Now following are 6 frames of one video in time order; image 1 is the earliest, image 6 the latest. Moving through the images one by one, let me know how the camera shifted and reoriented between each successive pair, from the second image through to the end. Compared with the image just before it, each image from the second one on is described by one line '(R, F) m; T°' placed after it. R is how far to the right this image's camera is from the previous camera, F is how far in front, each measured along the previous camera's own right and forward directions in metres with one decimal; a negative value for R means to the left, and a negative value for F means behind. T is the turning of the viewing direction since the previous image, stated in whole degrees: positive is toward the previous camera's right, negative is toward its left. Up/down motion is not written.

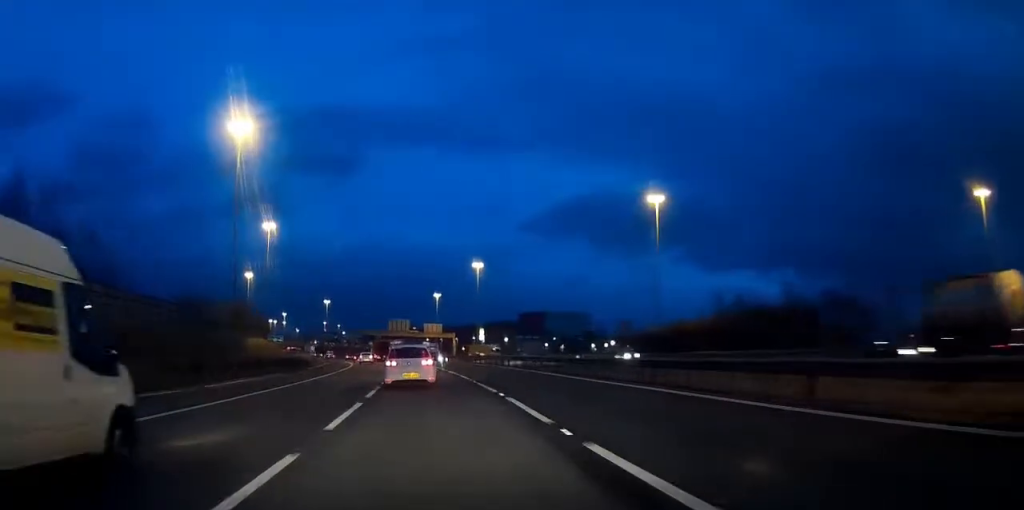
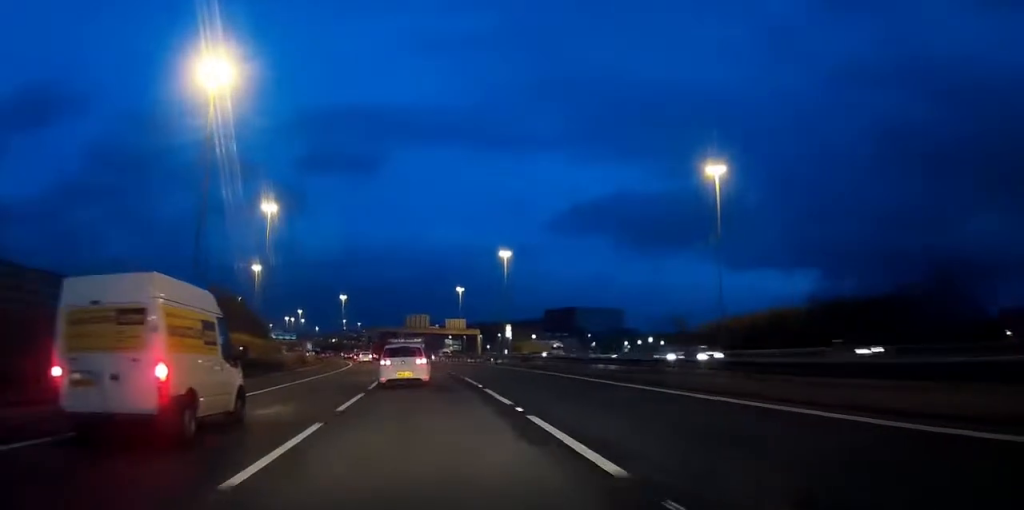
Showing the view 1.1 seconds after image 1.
(-0.6, +23.4) m; -2°
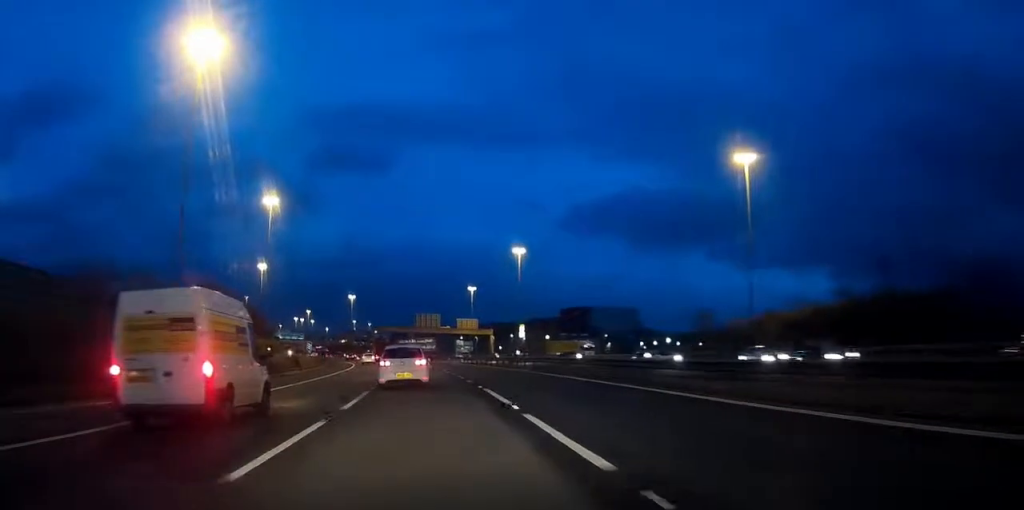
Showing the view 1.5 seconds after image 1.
(0.0, +8.7) m; -1°
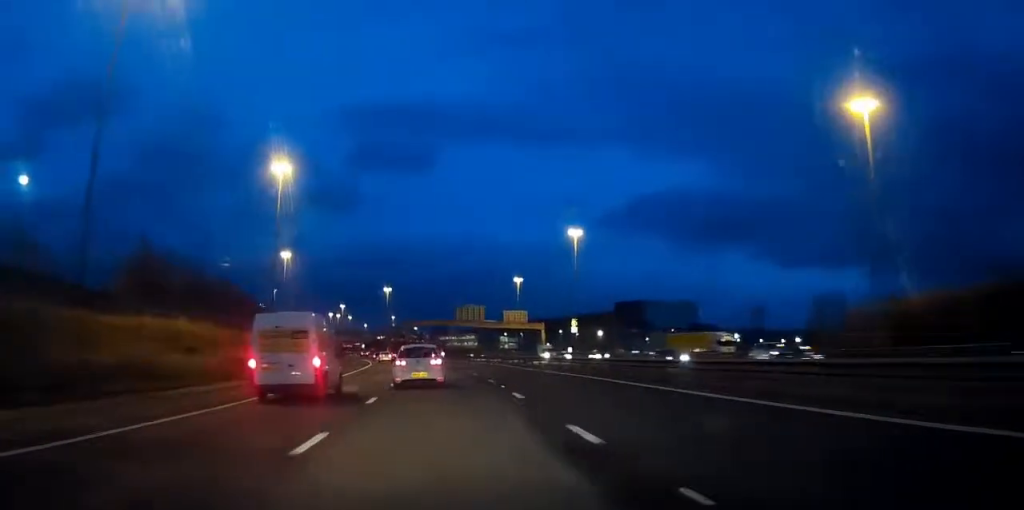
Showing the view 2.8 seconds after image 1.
(-0.6, +27.6) m; -3°
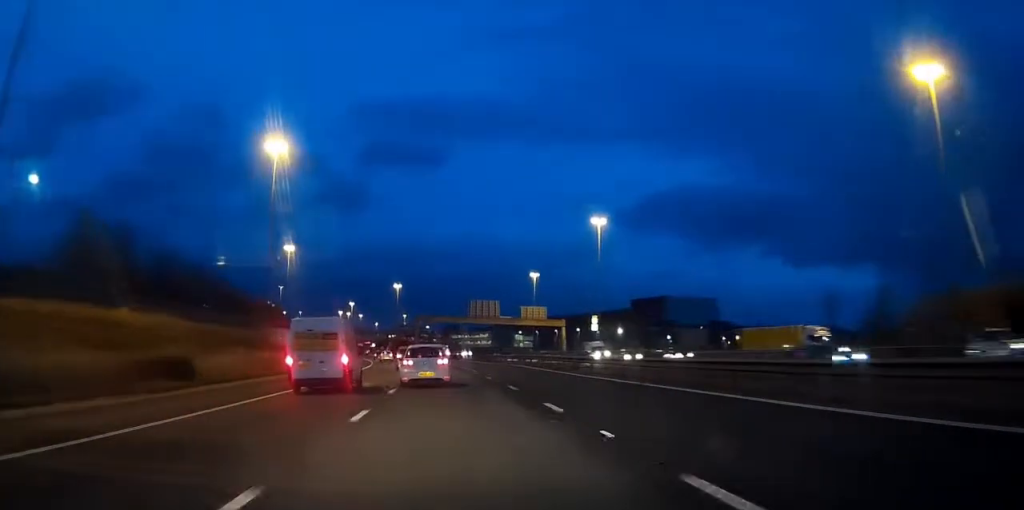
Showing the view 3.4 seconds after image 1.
(-0.2, +13.5) m; -1°
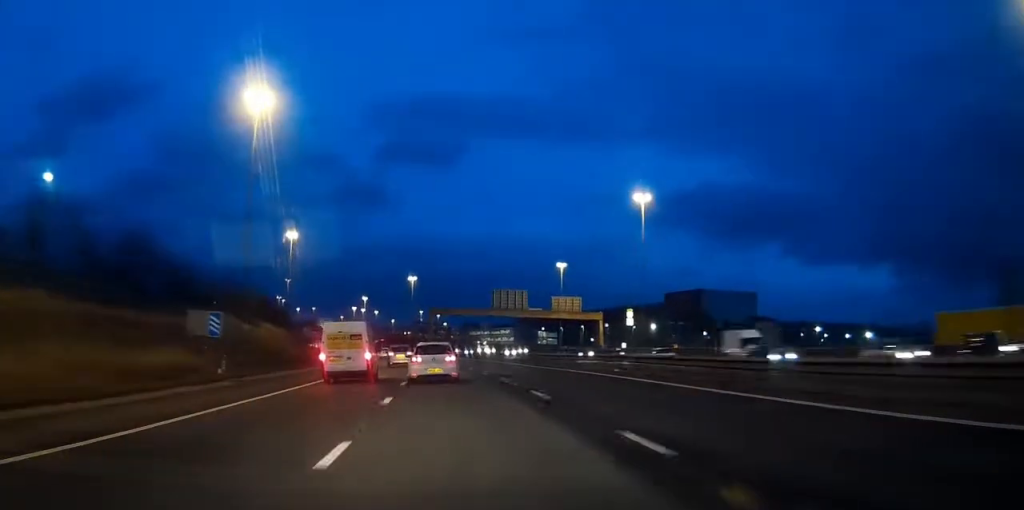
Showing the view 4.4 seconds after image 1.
(-0.5, +23.9) m; -2°
